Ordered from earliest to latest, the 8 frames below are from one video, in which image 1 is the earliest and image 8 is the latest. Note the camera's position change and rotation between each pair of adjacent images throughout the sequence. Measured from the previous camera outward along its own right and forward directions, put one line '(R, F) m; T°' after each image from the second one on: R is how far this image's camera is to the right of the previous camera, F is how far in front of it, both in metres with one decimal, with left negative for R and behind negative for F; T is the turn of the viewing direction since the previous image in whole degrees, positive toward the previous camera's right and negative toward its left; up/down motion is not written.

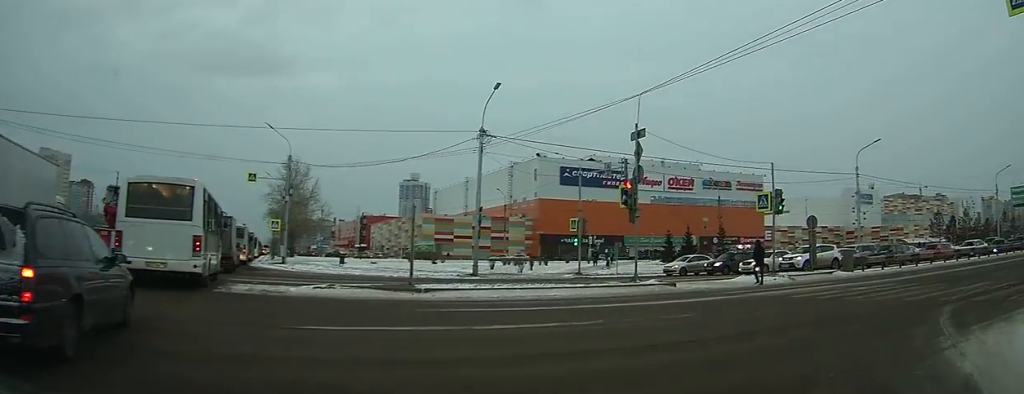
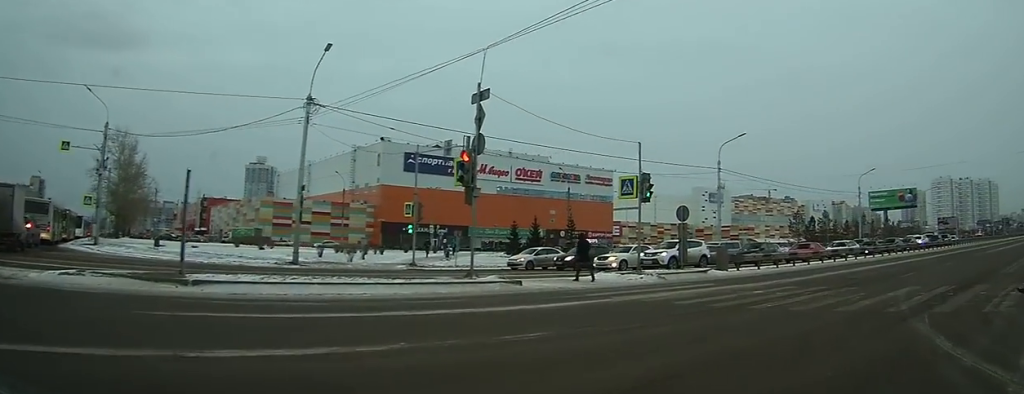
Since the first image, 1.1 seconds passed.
(+0.3, +4.0) m; +9°
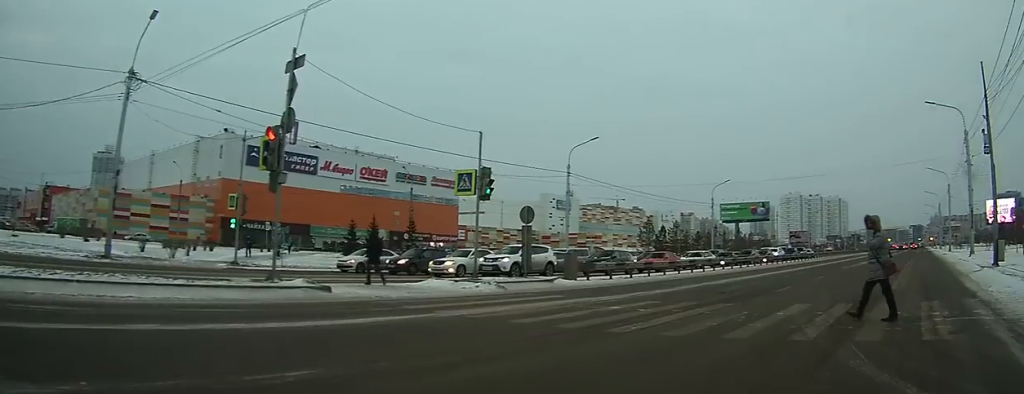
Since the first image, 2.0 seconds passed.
(+0.3, +2.9) m; +11°
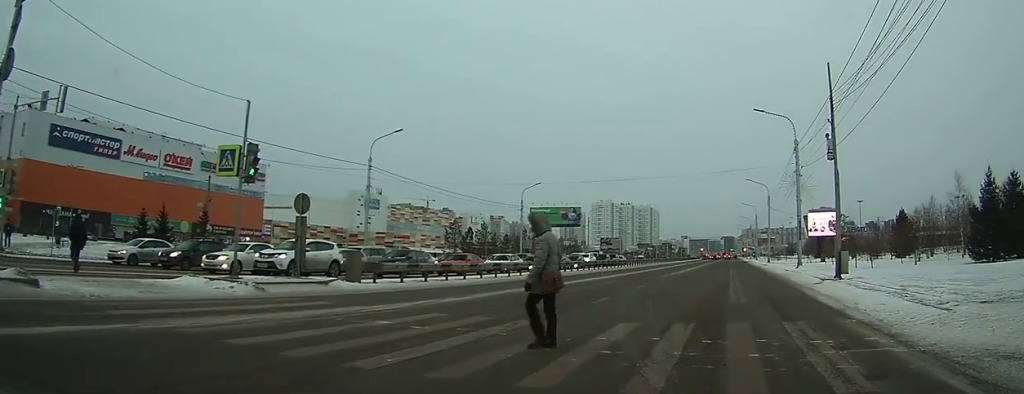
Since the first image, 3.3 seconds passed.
(+0.5, +3.7) m; +17°
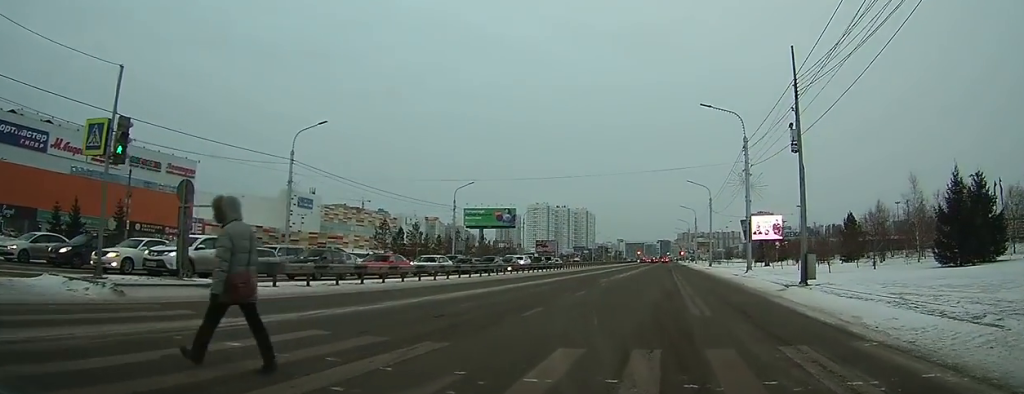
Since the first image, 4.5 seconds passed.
(+0.4, +3.5) m; +10°
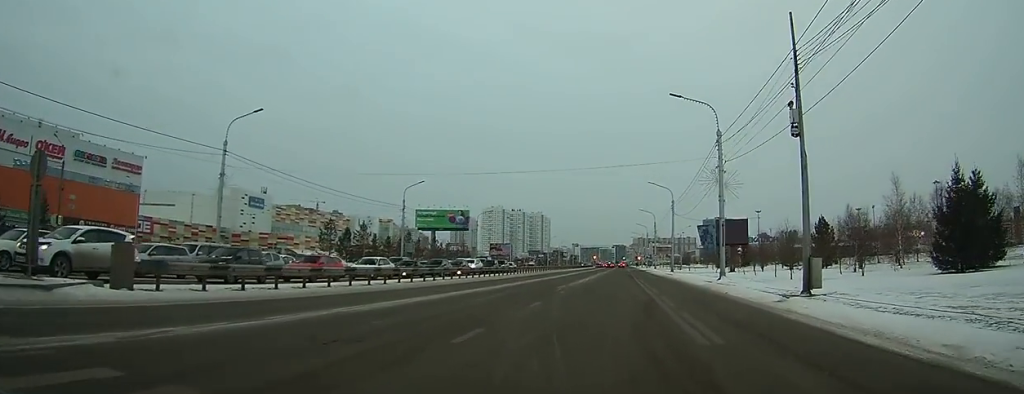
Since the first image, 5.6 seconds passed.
(+0.2, +4.1) m; +4°
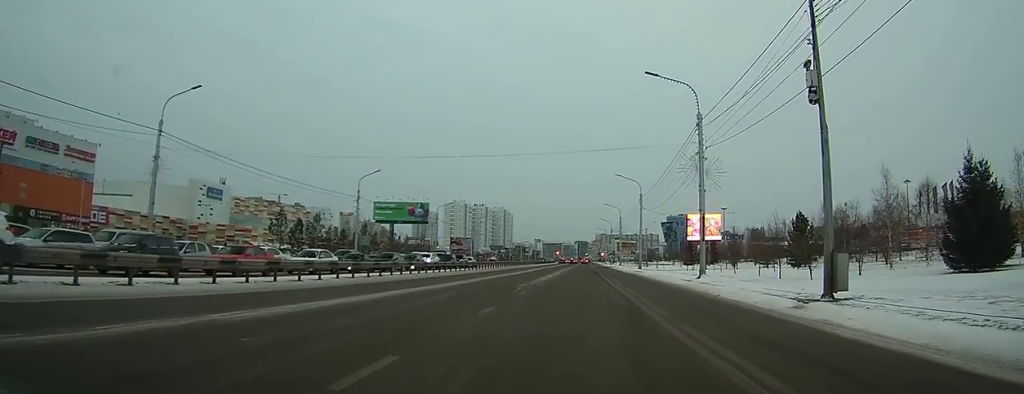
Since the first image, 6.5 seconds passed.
(+0.1, +3.9) m; +2°
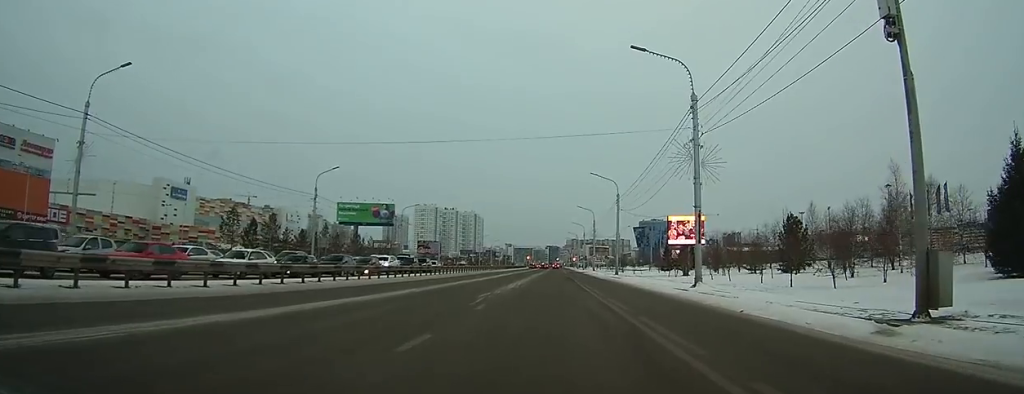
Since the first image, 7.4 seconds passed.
(+0.1, +5.1) m; +2°
